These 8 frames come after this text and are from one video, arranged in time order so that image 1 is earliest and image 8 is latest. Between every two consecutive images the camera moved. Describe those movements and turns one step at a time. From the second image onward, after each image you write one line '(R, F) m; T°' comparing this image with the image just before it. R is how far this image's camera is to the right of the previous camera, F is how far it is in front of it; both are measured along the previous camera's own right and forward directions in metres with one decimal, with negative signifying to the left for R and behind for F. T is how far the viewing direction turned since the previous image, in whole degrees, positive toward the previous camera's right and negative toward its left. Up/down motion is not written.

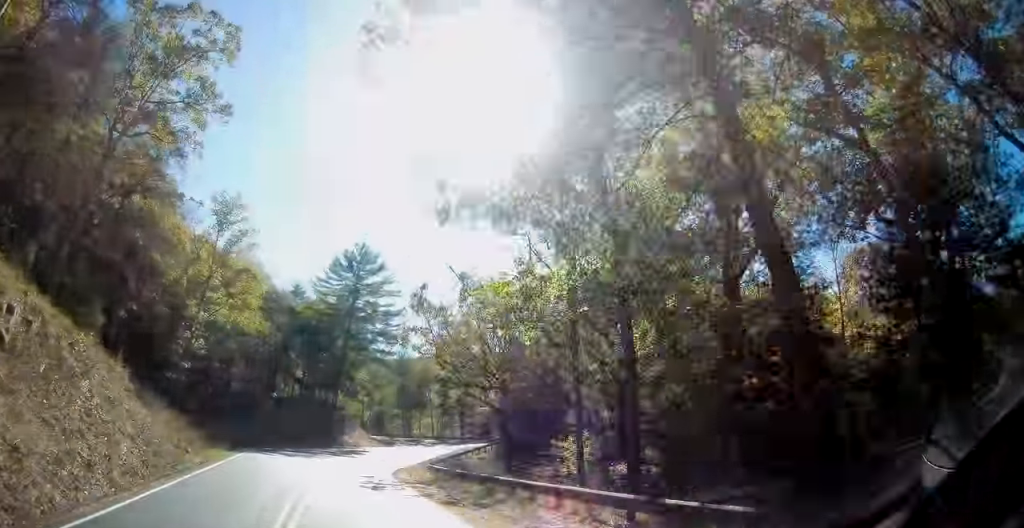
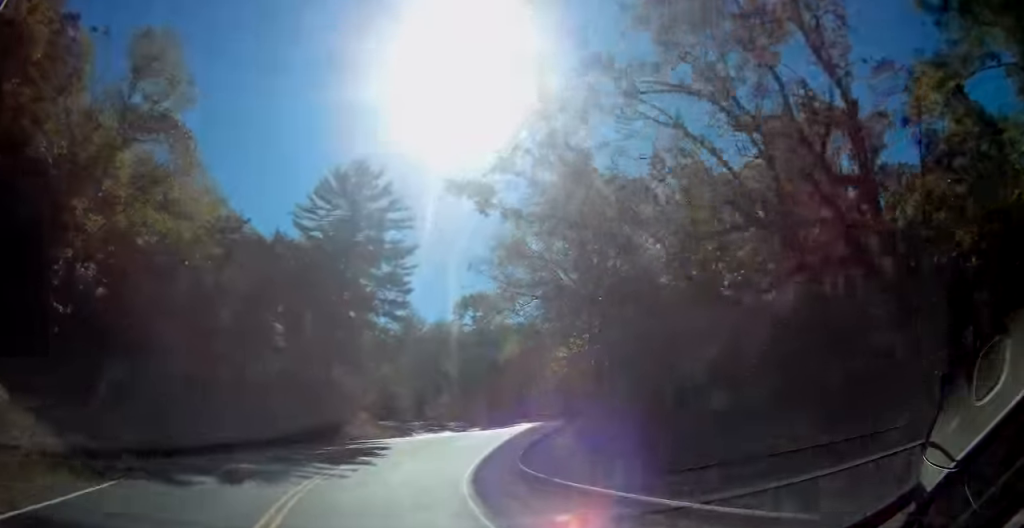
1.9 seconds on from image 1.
(+0.8, +21.8) m; +3°
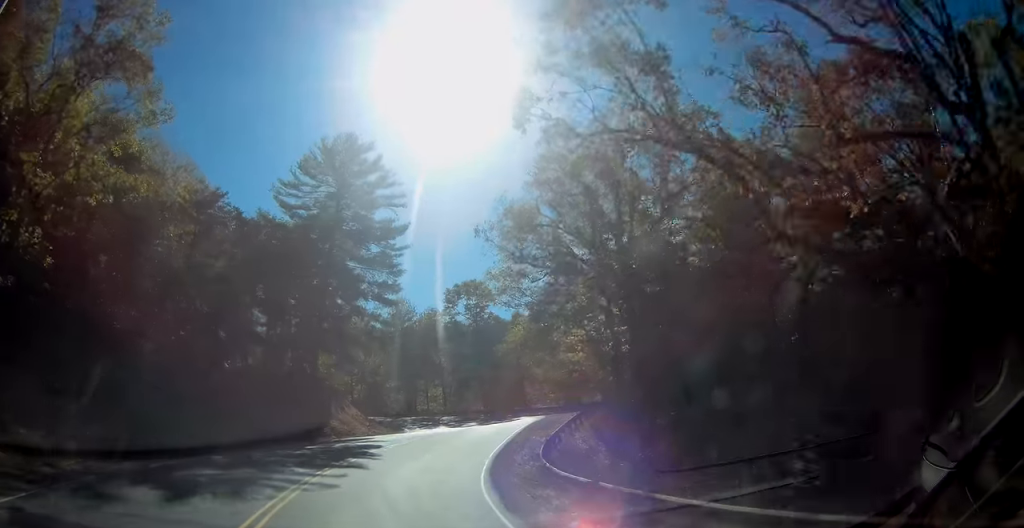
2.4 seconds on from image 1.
(-0.1, +4.9) m; 0°
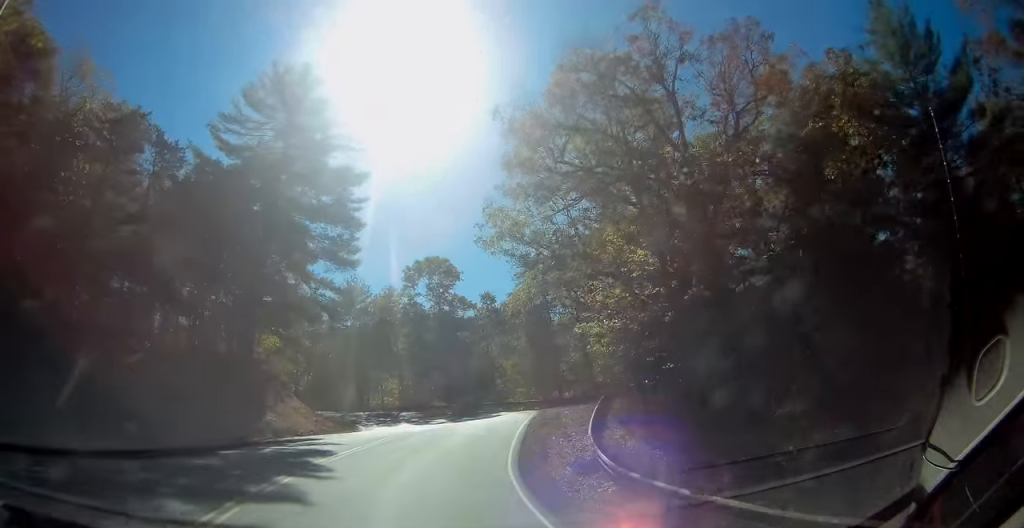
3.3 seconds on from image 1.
(+0.2, +10.8) m; +3°
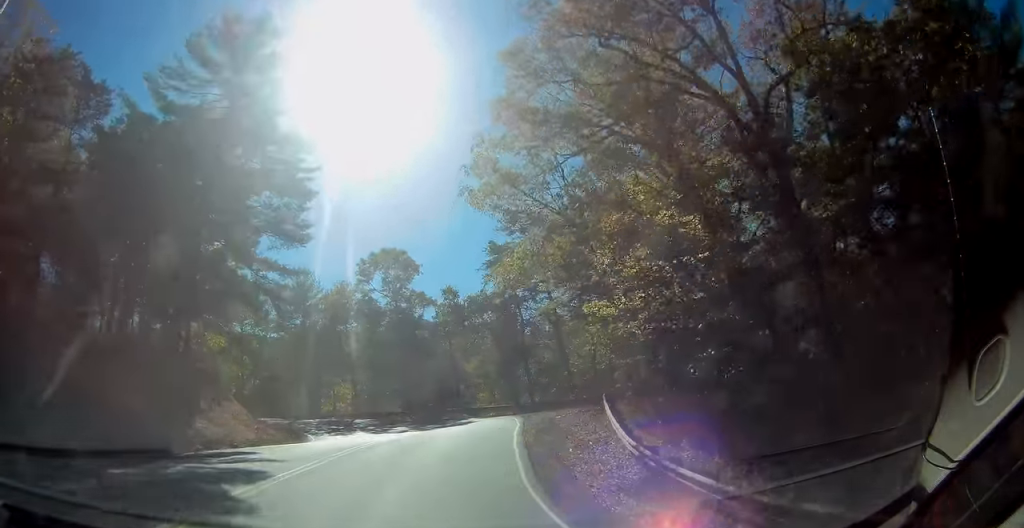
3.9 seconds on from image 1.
(+0.2, +6.7) m; +4°
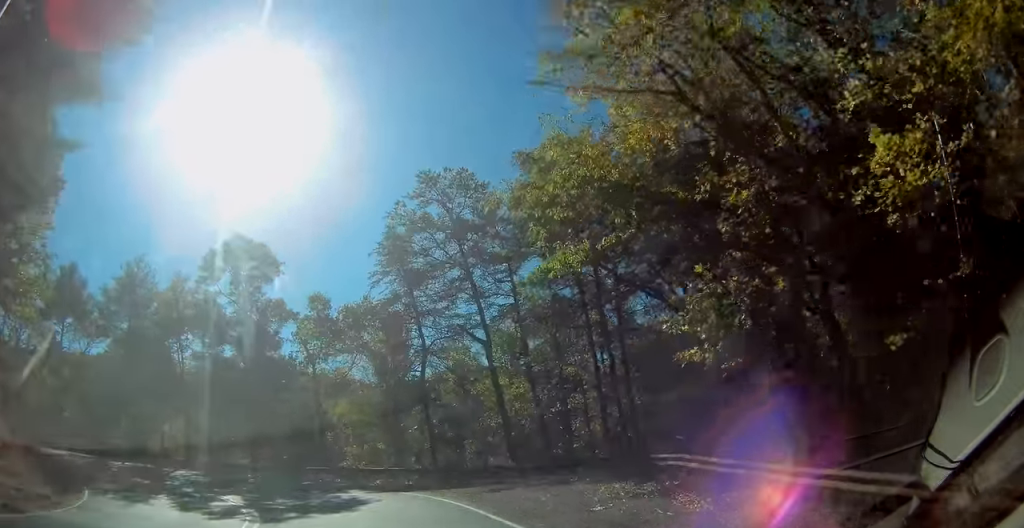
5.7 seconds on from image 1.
(+2.8, +19.3) m; +13°
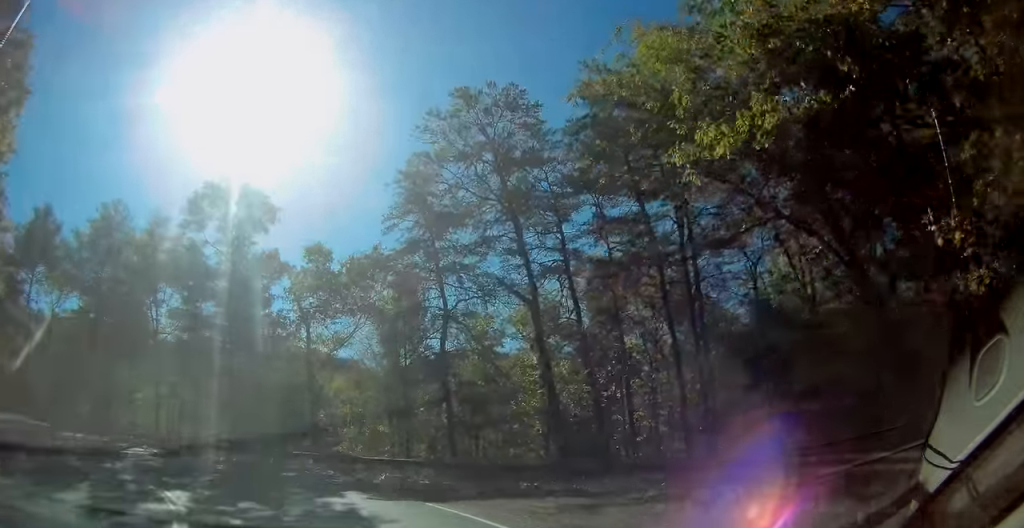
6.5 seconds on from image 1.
(0.0, +7.9) m; 0°
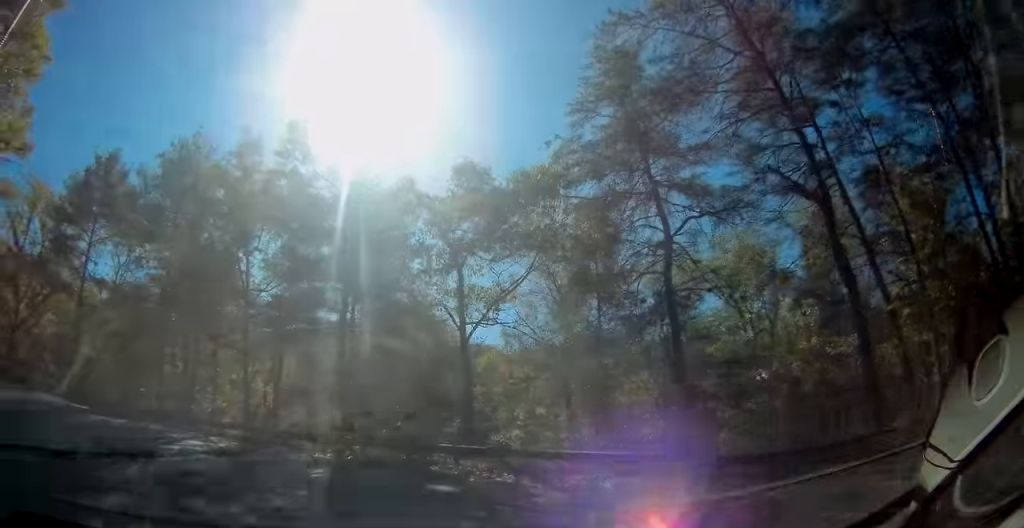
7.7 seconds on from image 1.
(-0.4, +10.4) m; -11°
